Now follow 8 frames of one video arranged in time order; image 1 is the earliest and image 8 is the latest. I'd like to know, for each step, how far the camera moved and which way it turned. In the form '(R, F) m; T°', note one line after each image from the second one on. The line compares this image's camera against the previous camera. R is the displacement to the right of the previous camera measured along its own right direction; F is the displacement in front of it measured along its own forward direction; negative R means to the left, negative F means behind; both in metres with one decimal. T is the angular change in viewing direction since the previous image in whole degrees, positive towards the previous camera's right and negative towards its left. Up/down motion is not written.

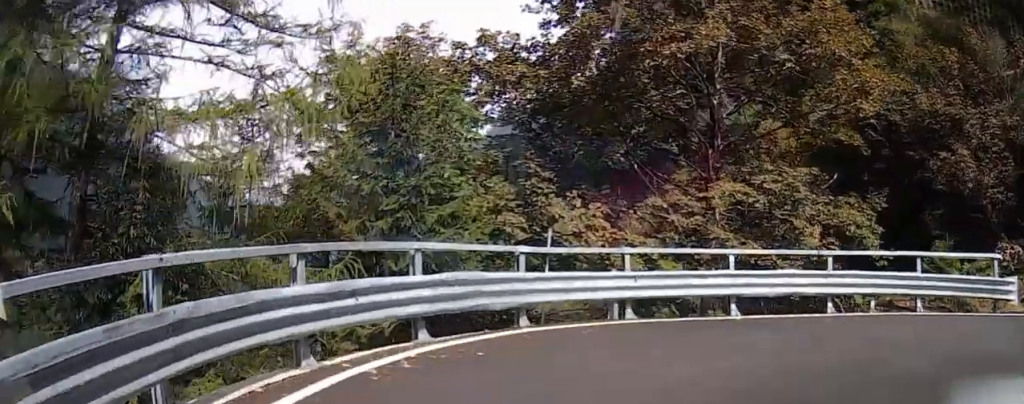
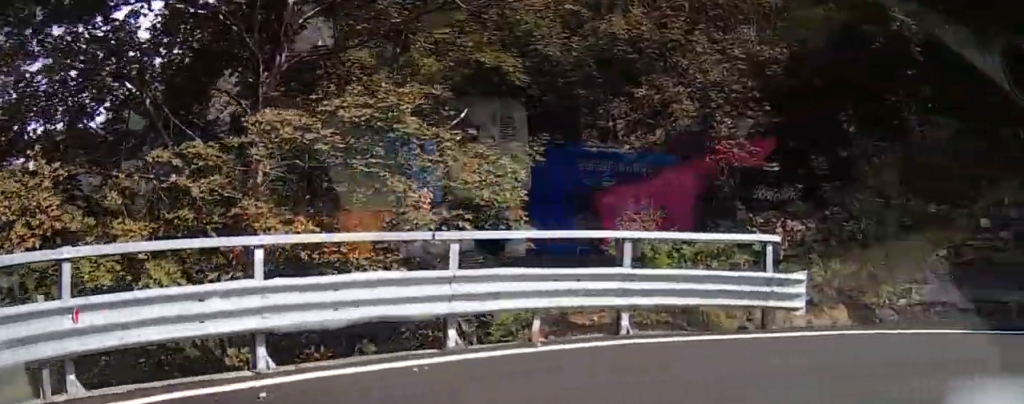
(+1.8, +5.0) m; +61°
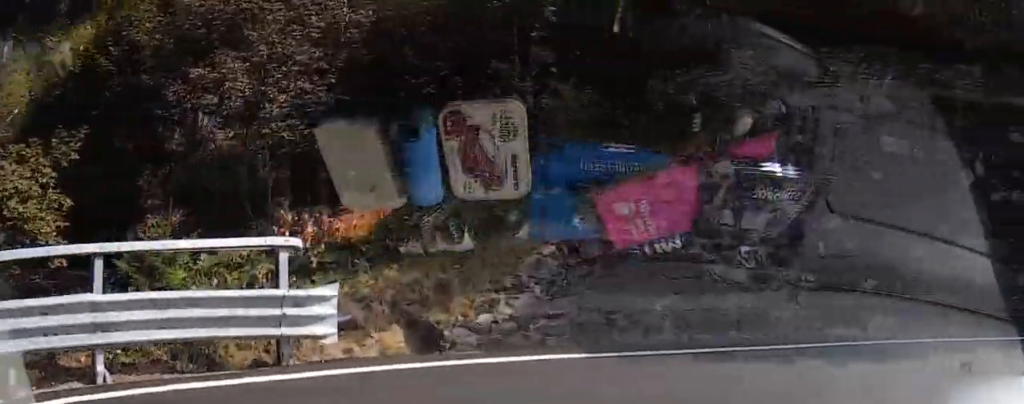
(+0.6, +2.0) m; +24°
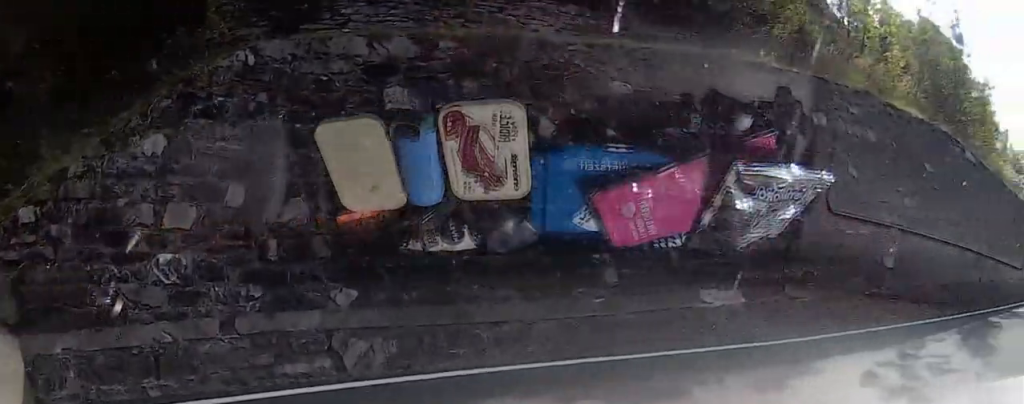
(+0.3, +1.8) m; +44°
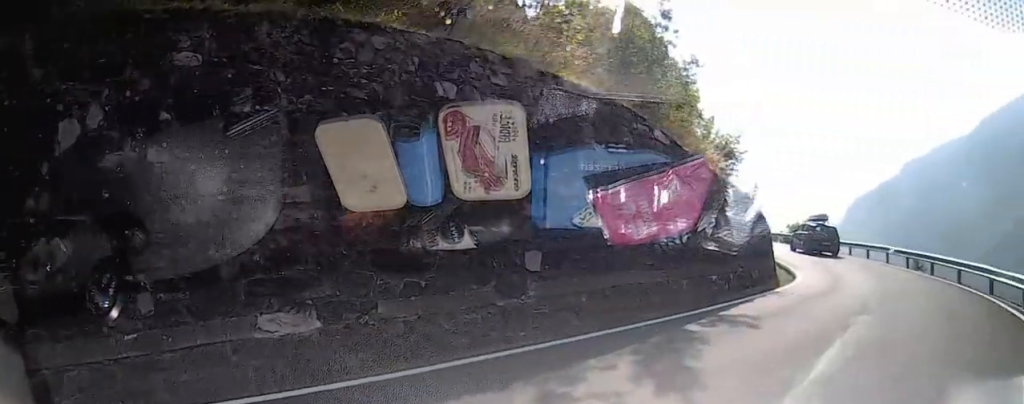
(+0.9, +1.5) m; +36°
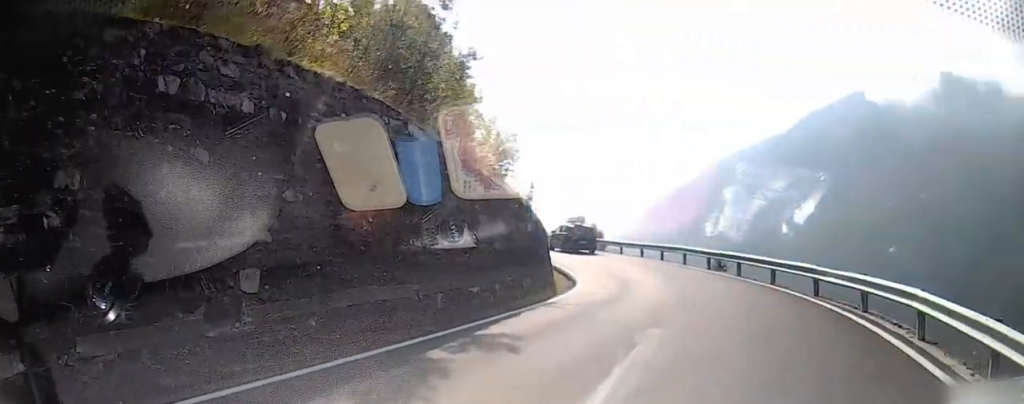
(+0.1, +1.9) m; +3°
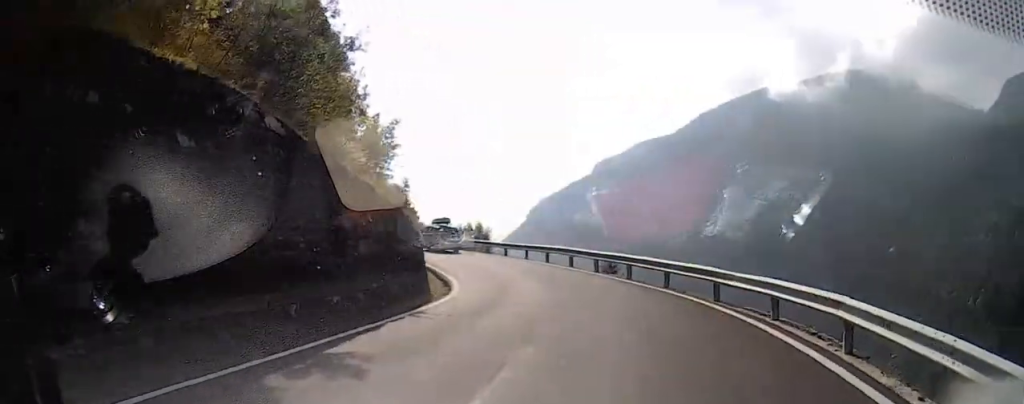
(0.0, +1.4) m; +1°
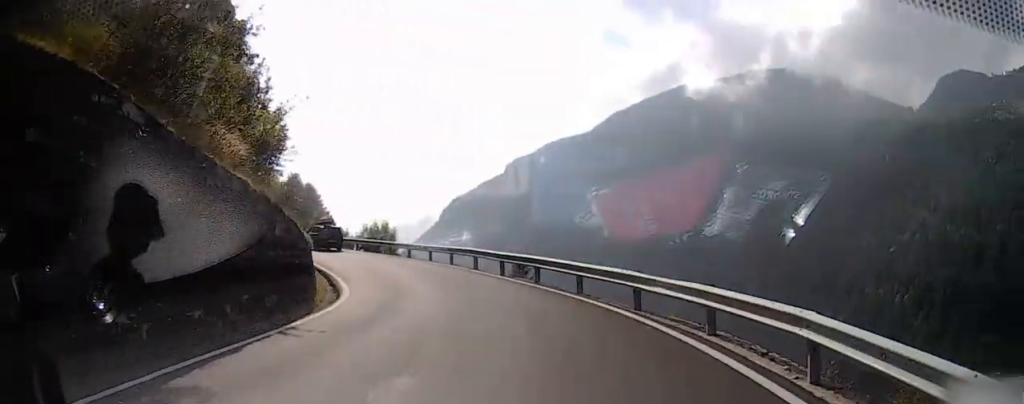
(0.0, +1.6) m; 0°
